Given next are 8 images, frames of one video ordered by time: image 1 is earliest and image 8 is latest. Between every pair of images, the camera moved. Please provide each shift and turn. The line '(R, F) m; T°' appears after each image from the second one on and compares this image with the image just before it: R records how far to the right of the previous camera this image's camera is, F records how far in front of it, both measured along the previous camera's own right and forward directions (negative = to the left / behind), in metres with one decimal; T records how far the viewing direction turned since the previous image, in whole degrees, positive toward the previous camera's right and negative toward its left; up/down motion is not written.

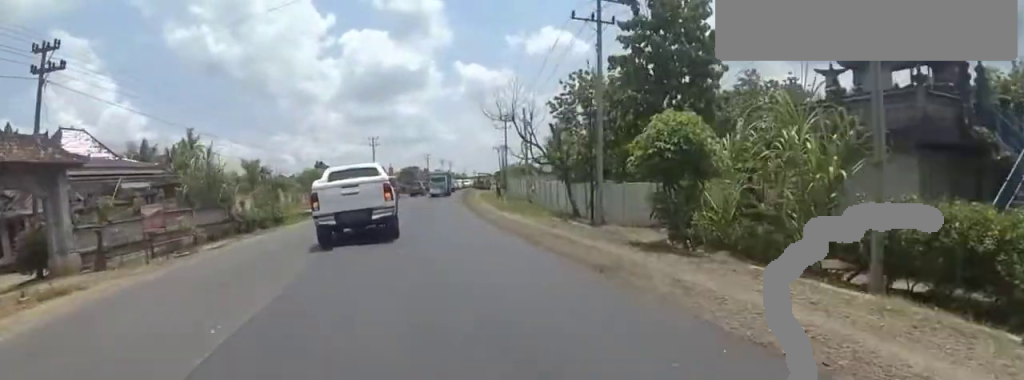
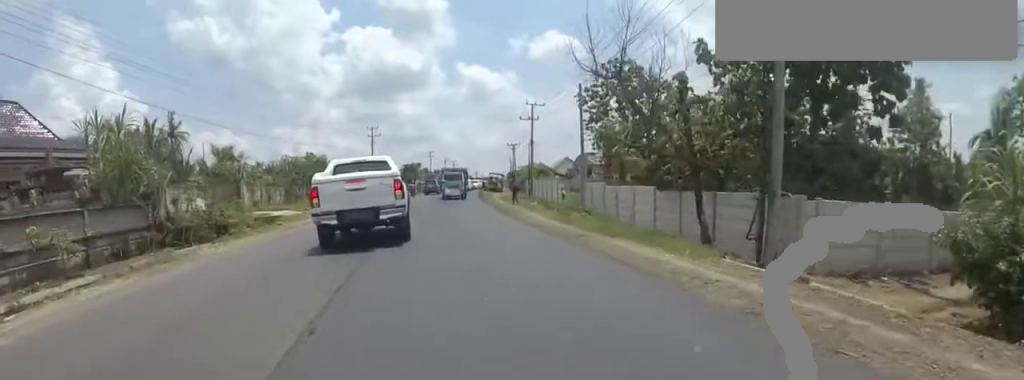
(0.0, +9.8) m; 0°
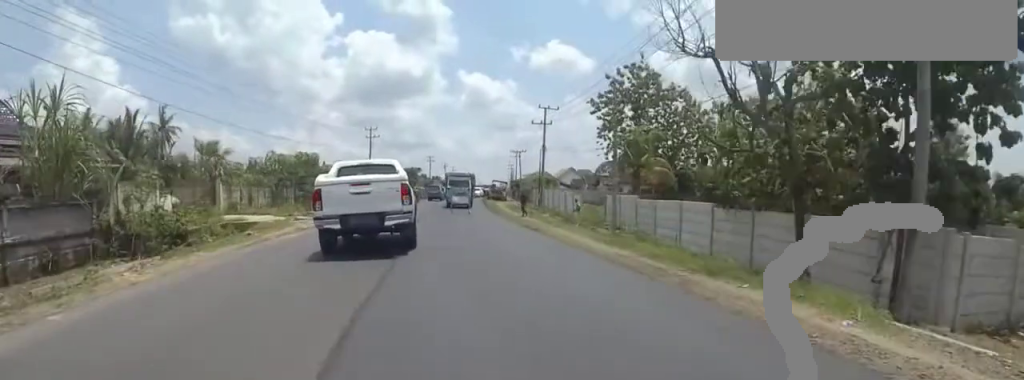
(0.0, +3.8) m; 0°
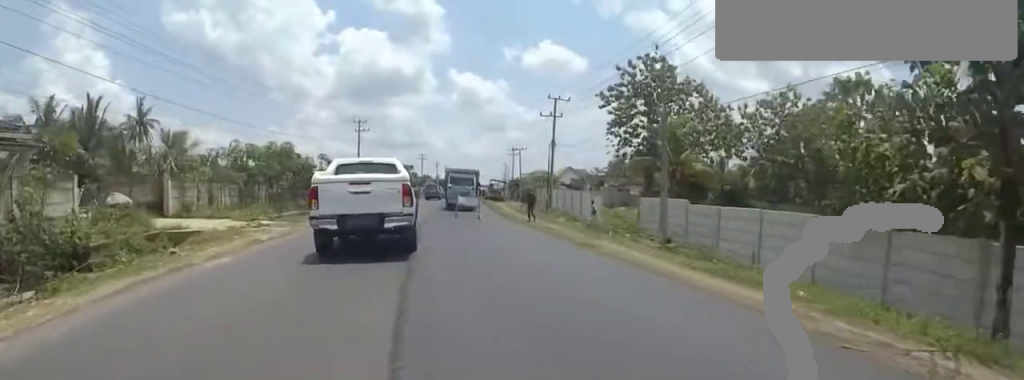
(0.0, +4.9) m; 0°
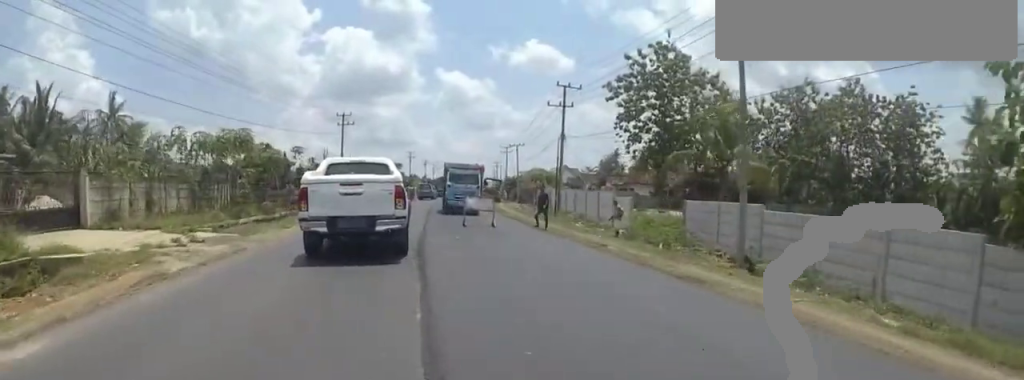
(0.0, +5.0) m; 0°
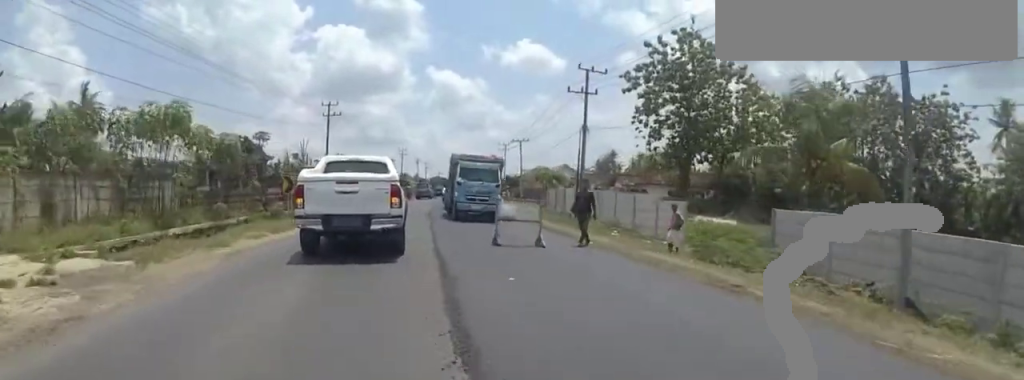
(0.0, +5.7) m; 0°
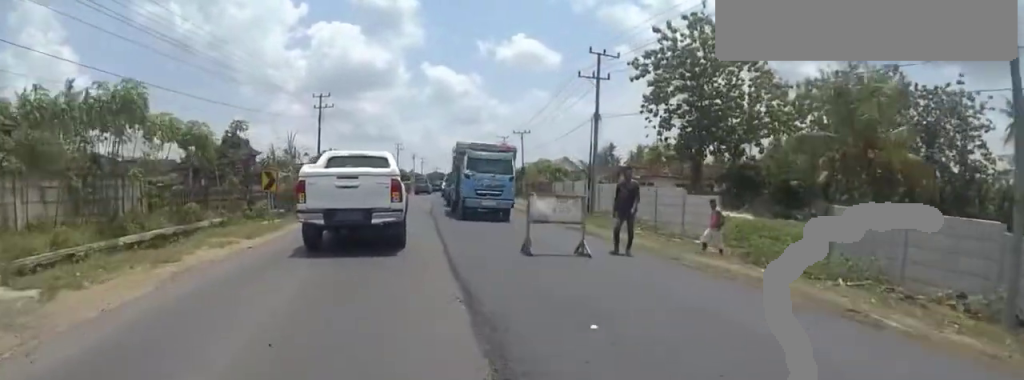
(0.0, +2.6) m; 0°
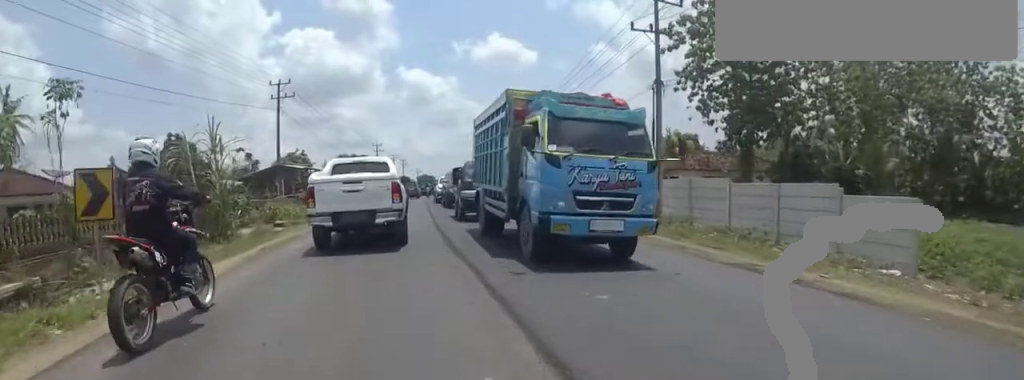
(0.0, +9.4) m; +5°
